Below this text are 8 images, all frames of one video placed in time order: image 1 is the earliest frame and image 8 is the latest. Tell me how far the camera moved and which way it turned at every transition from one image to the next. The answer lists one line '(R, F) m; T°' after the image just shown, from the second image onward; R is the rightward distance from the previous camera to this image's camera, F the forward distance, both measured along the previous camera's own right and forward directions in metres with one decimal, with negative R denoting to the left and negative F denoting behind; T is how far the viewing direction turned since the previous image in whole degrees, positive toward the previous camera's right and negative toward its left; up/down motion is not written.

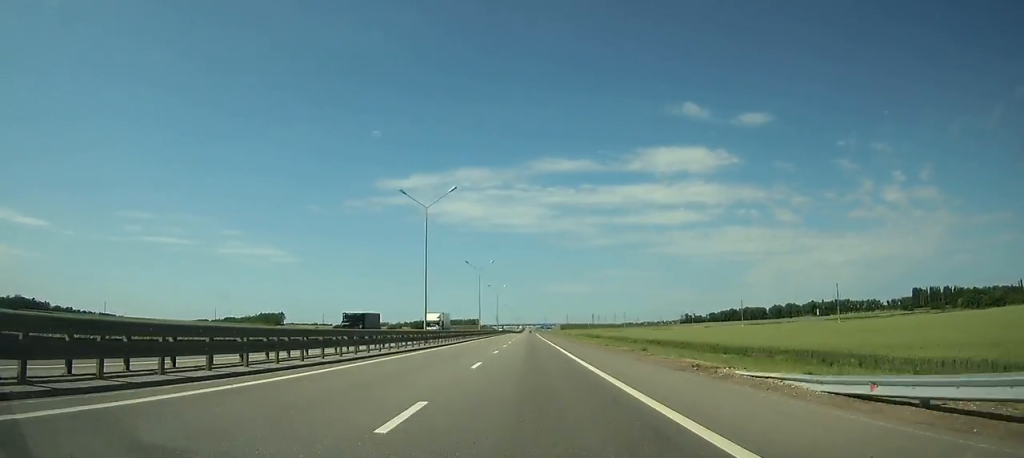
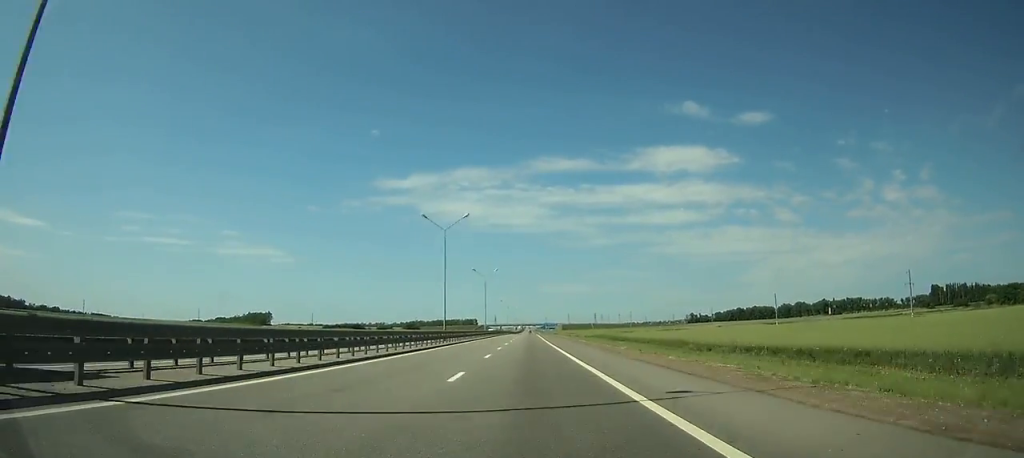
(-0.1, +41.8) m; 0°
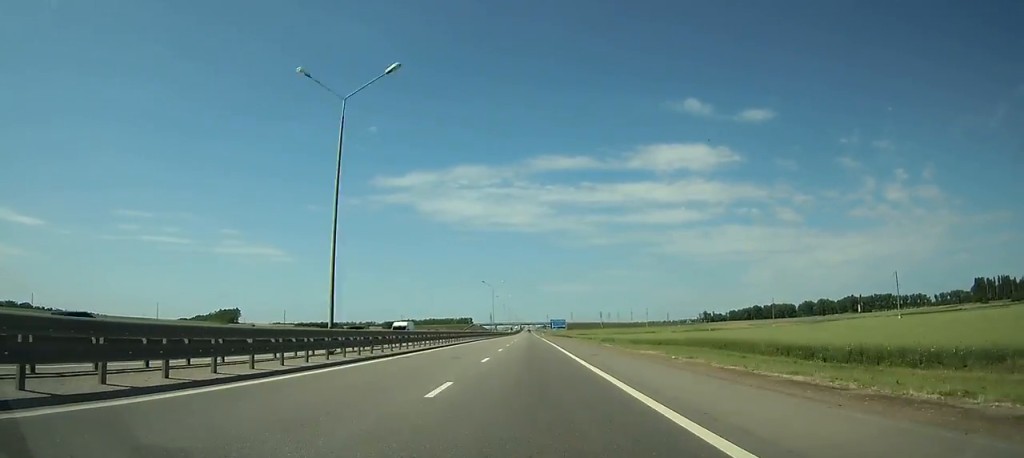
(+0.3, +84.1) m; 0°
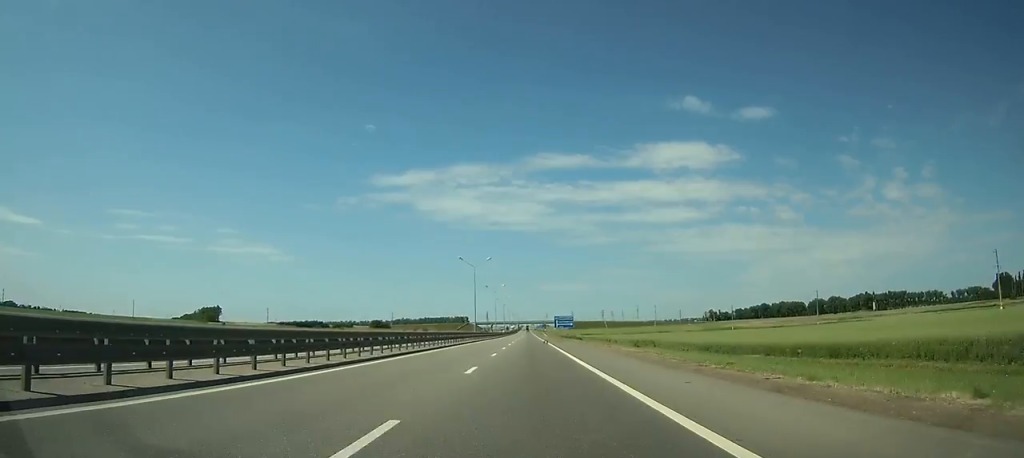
(0.0, +40.7) m; 0°
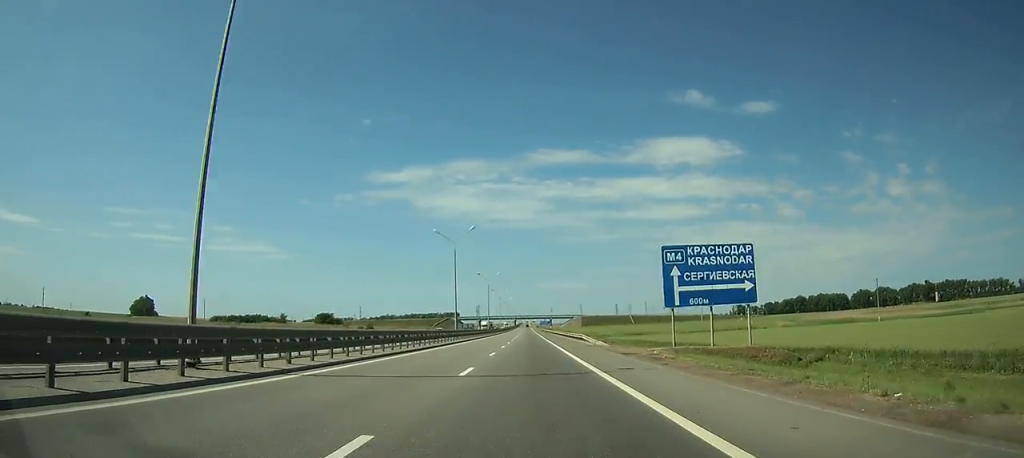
(-0.2, +136.4) m; 0°
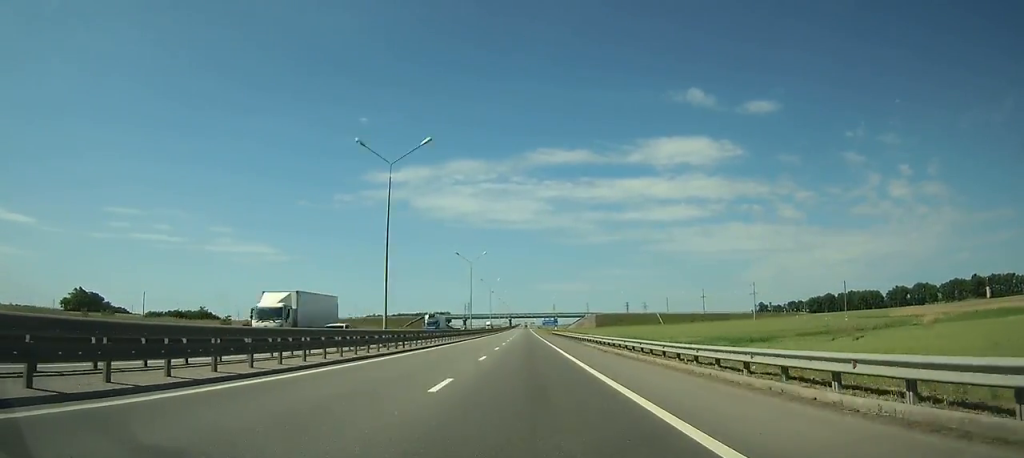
(0.0, +90.3) m; 0°
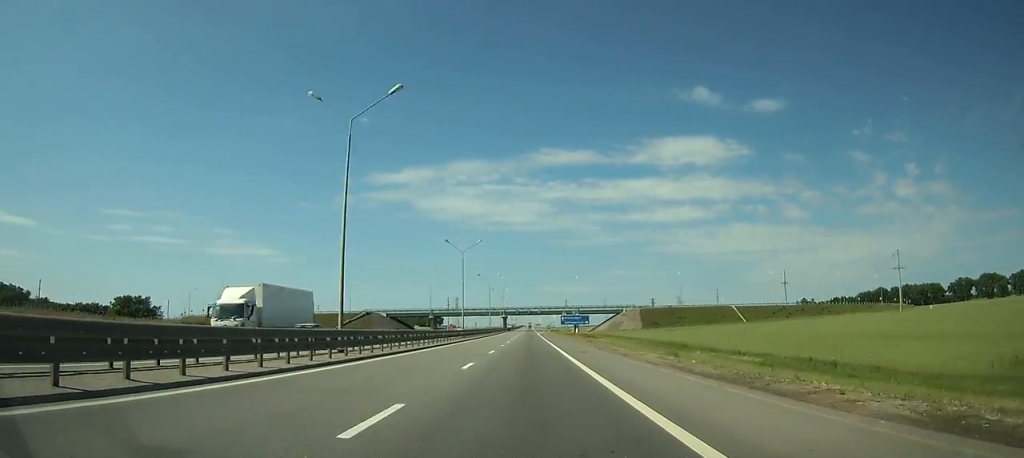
(-0.1, +115.2) m; 0°
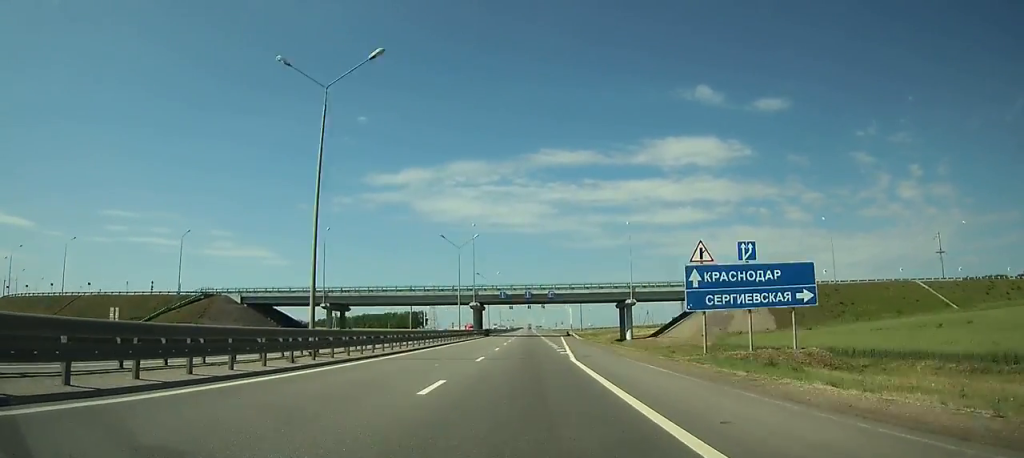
(-0.3, +105.1) m; 0°
